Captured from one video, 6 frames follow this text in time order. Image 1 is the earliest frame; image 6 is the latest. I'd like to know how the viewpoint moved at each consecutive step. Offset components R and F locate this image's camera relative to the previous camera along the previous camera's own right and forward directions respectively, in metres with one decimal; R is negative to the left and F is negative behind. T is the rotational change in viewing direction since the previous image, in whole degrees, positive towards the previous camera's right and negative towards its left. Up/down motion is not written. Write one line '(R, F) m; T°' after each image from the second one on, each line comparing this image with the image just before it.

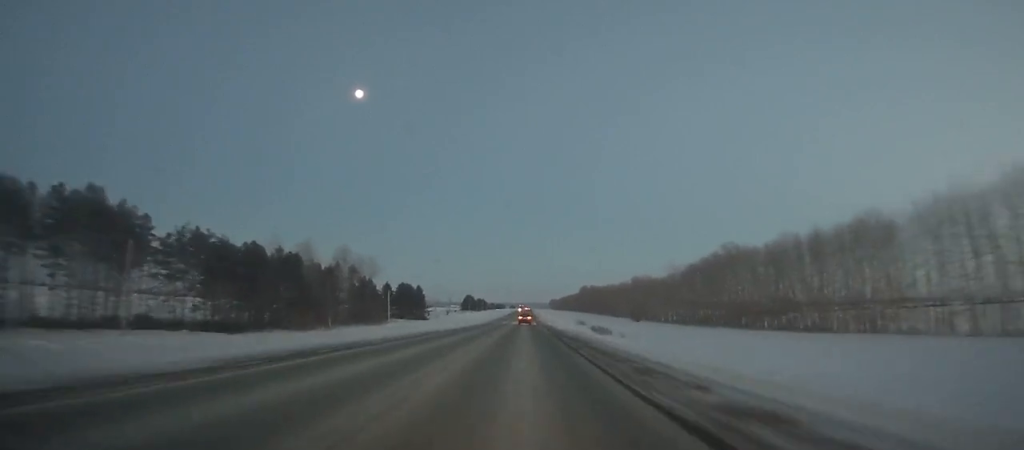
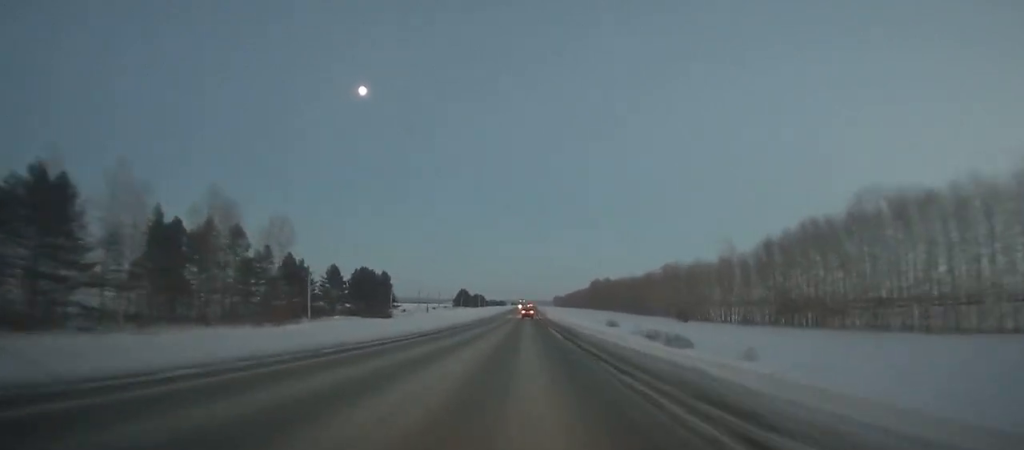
(-0.2, +57.5) m; 0°
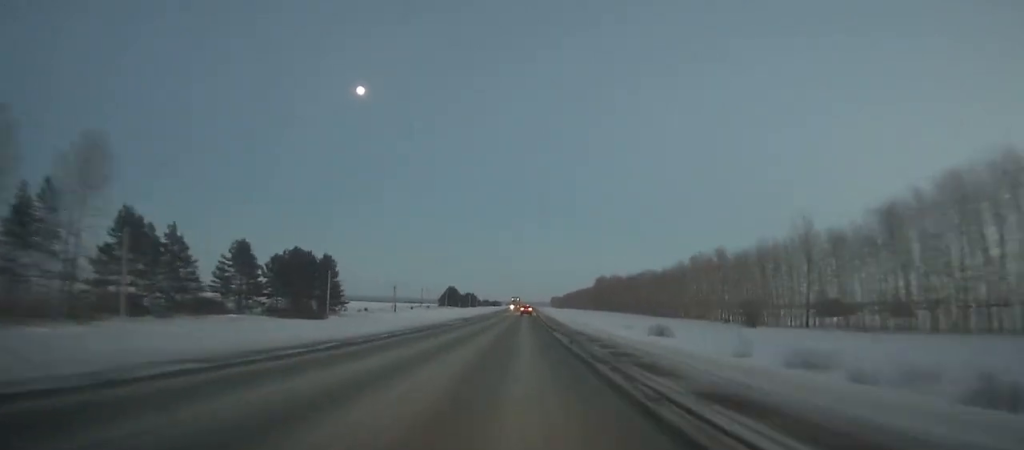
(0.0, +43.7) m; 0°
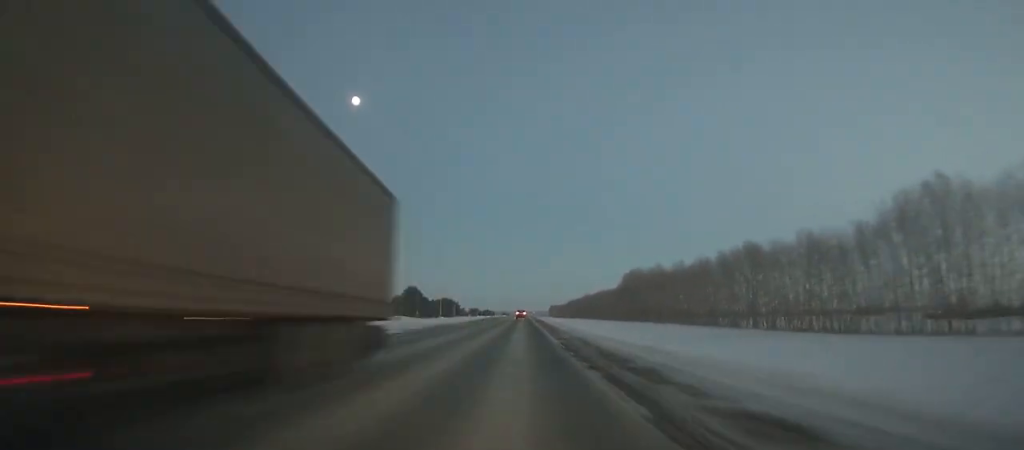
(+0.4, +111.6) m; 0°
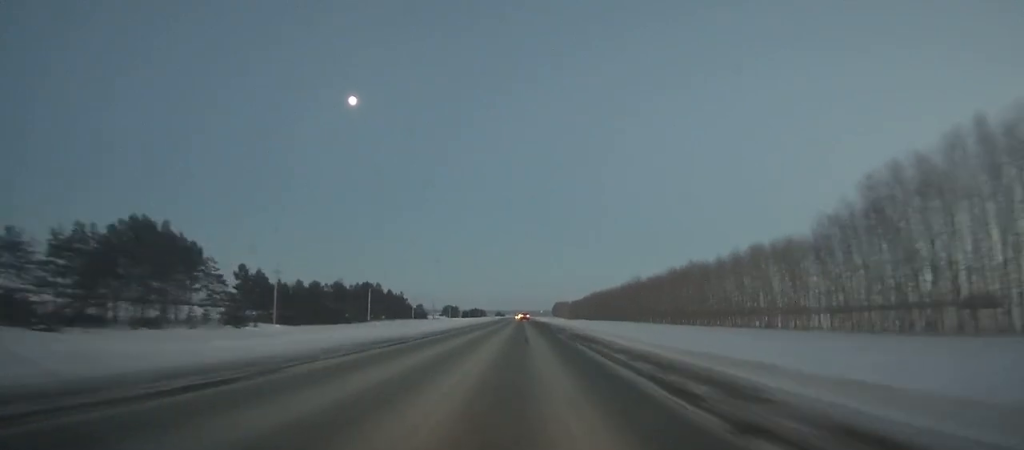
(-0.1, +174.2) m; +1°
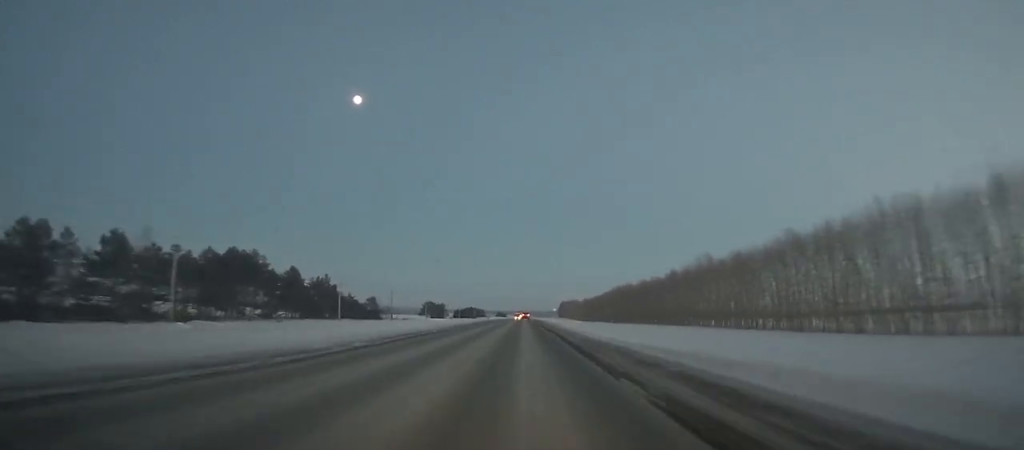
(+0.4, +82.6) m; 0°
